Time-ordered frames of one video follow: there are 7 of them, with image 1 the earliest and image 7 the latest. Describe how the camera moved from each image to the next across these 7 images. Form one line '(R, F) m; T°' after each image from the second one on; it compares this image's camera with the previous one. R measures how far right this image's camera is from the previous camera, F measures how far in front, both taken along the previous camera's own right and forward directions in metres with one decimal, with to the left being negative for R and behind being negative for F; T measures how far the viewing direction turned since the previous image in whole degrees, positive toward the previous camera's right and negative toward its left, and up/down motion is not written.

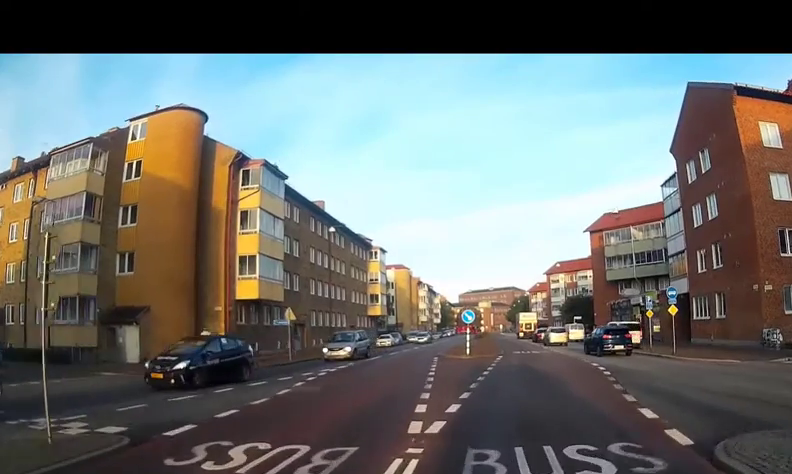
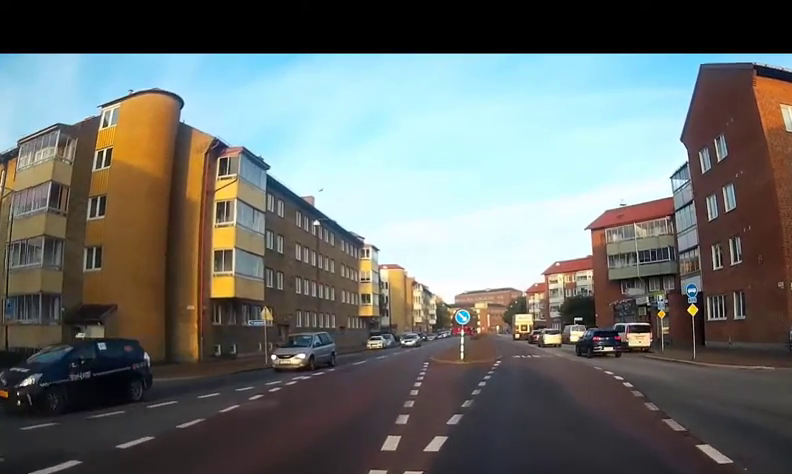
(-0.2, +3.0) m; 0°
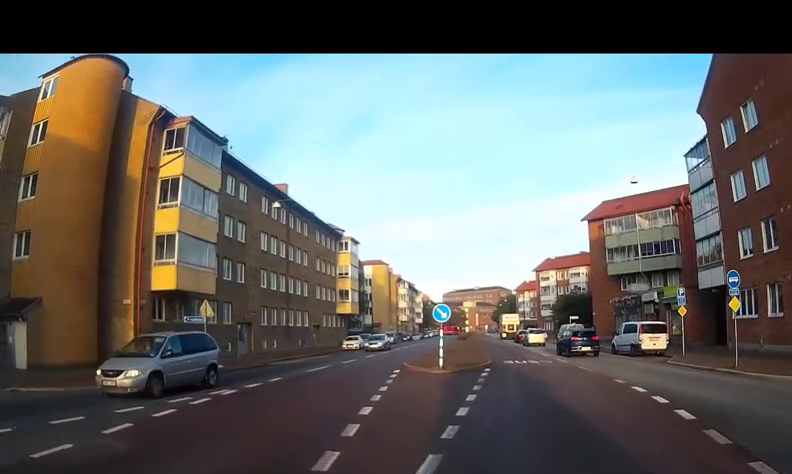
(-0.1, +4.8) m; -1°
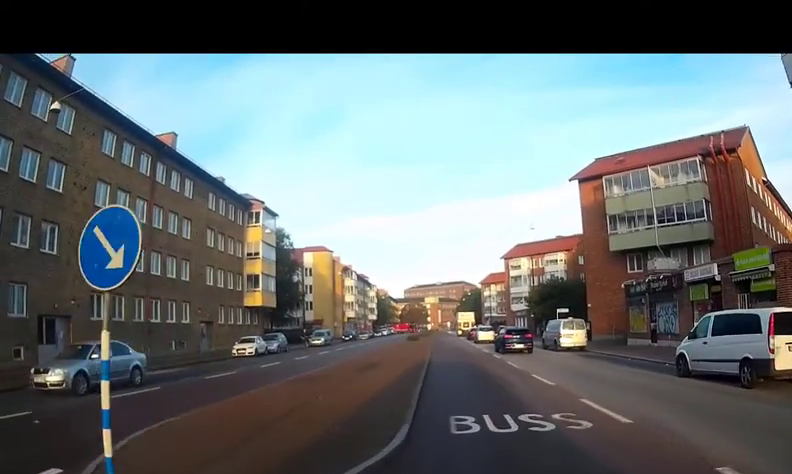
(+0.6, +16.8) m; +3°
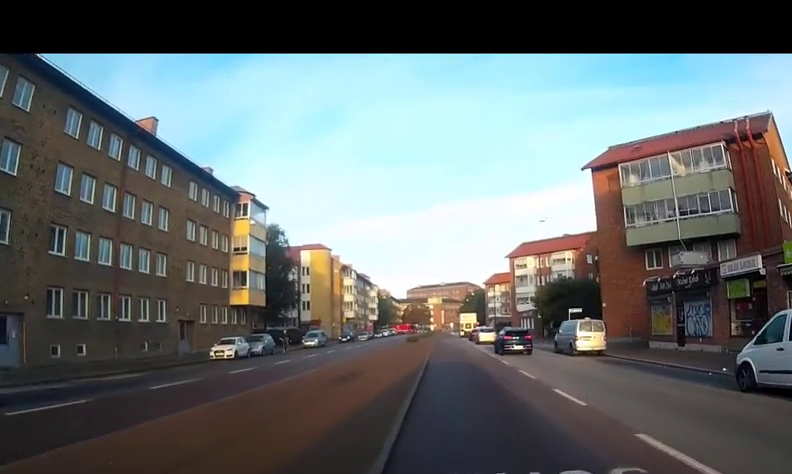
(+0.1, +3.8) m; 0°
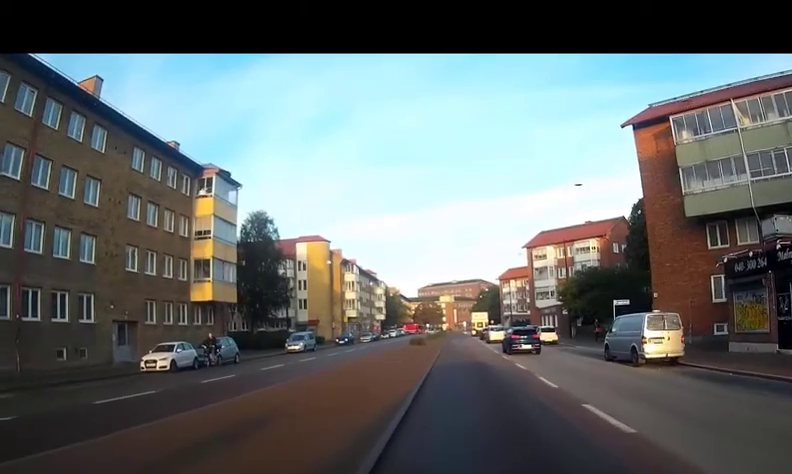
(-0.2, +9.0) m; +3°
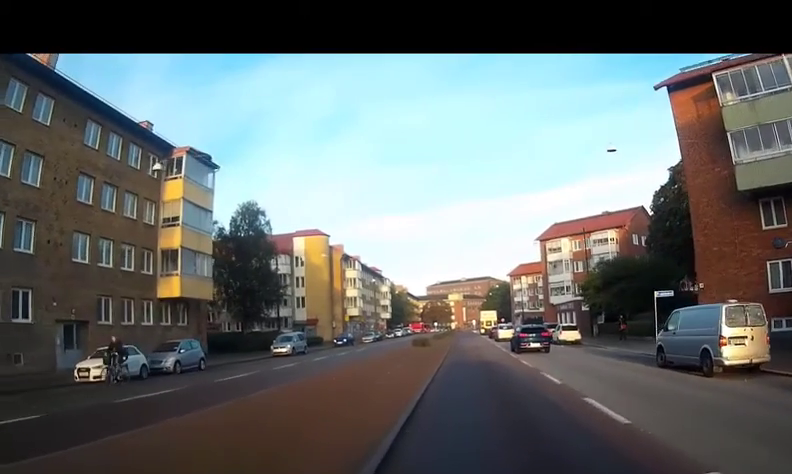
(+0.6, +5.5) m; +2°
